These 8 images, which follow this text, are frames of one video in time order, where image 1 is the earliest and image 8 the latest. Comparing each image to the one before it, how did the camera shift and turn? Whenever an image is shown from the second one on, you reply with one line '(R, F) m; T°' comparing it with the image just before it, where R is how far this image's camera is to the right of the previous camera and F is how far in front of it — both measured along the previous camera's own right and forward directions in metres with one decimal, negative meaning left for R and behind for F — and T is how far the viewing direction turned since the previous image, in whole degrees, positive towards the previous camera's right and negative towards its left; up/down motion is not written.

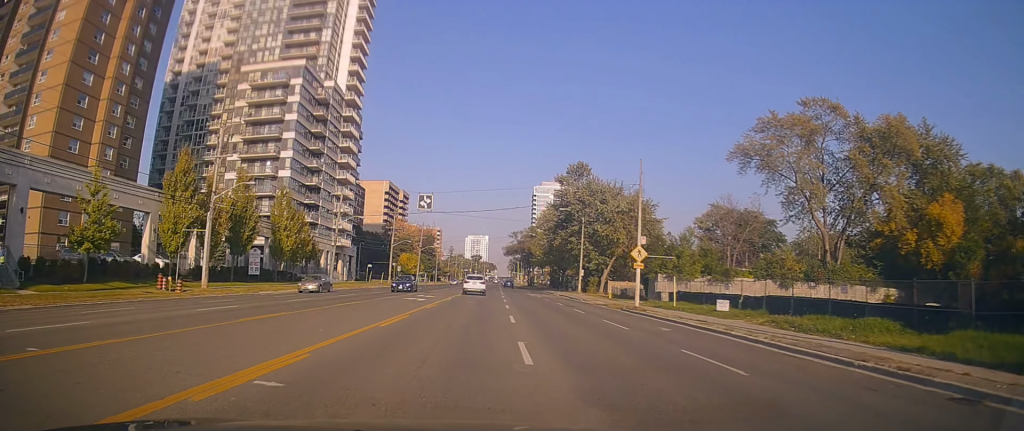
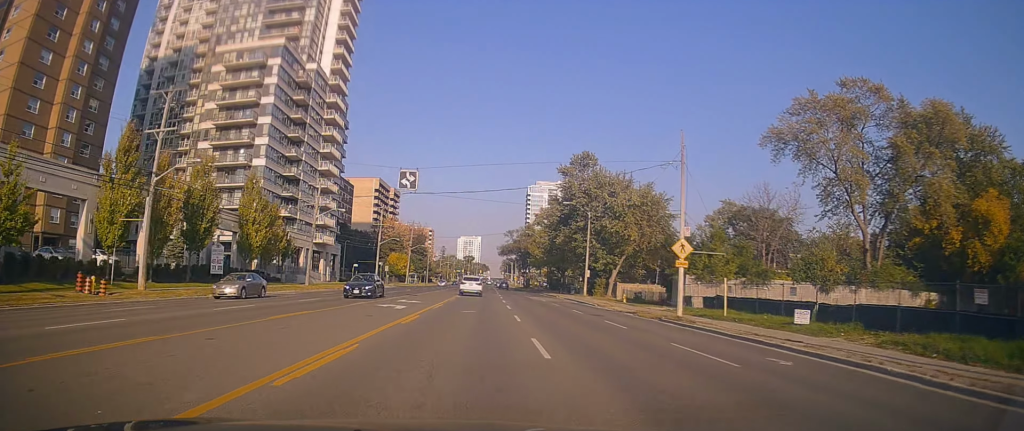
(+0.1, +8.0) m; +1°
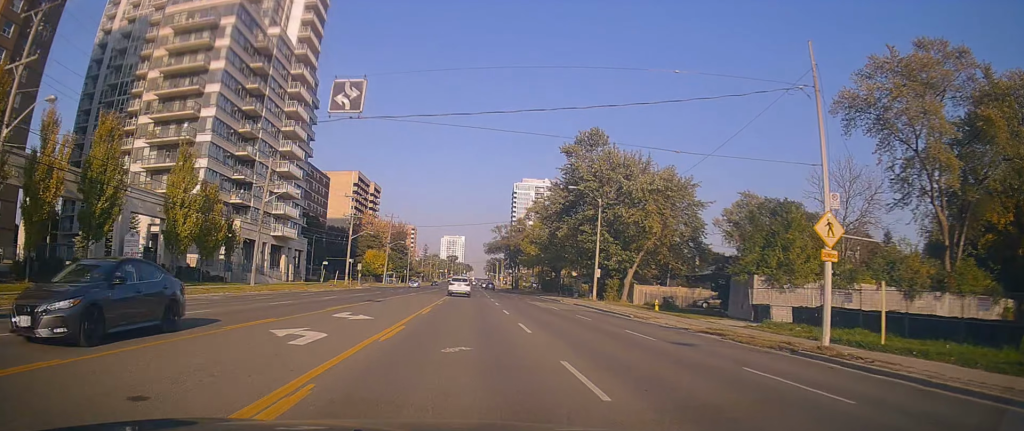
(+0.1, +12.8) m; 0°
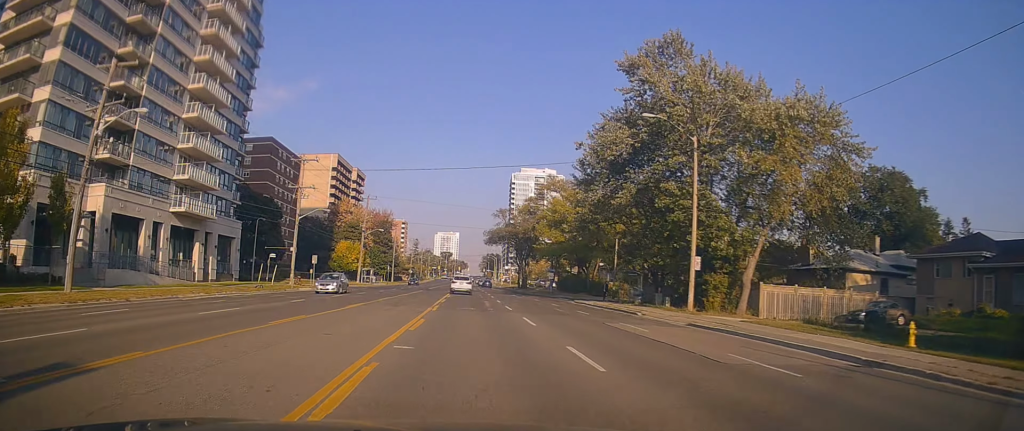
(-0.3, +25.7) m; +1°
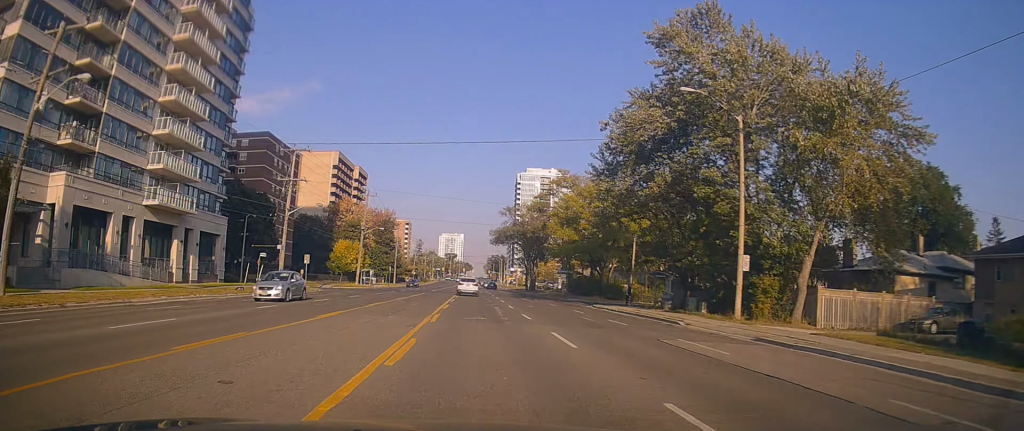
(+0.4, +5.3) m; 0°
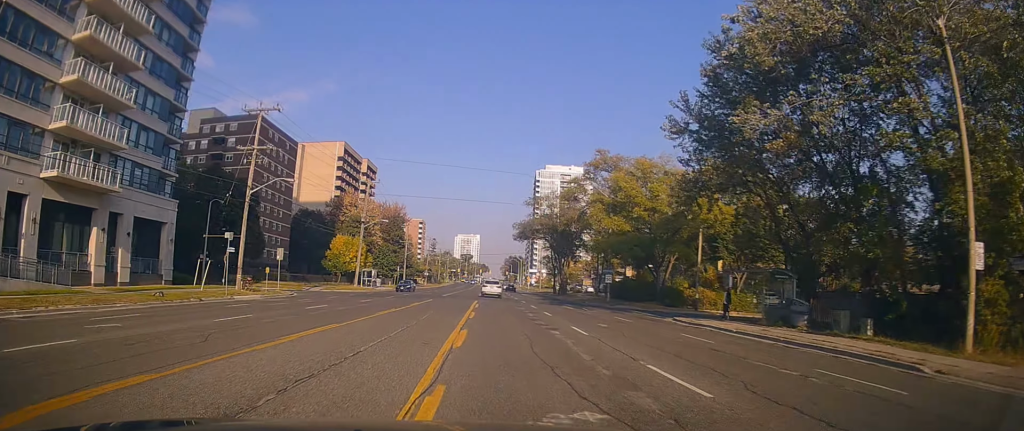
(-0.3, +14.3) m; -4°
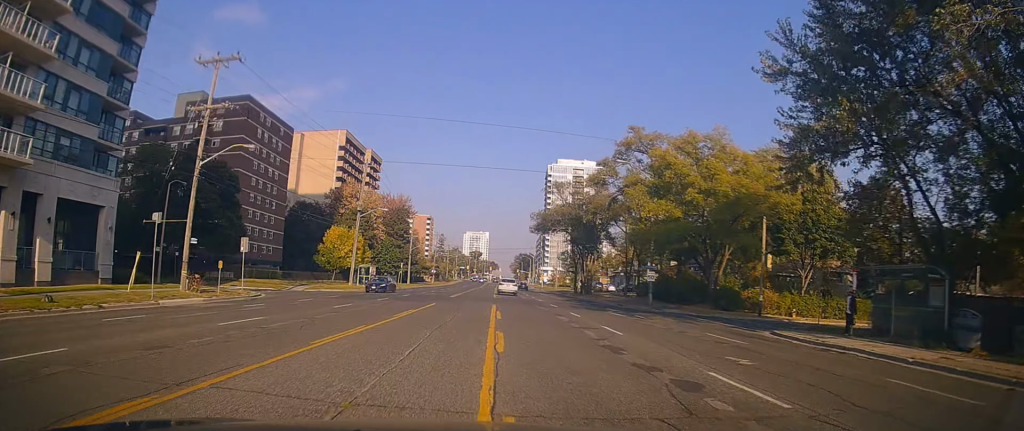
(-0.4, +10.0) m; -1°
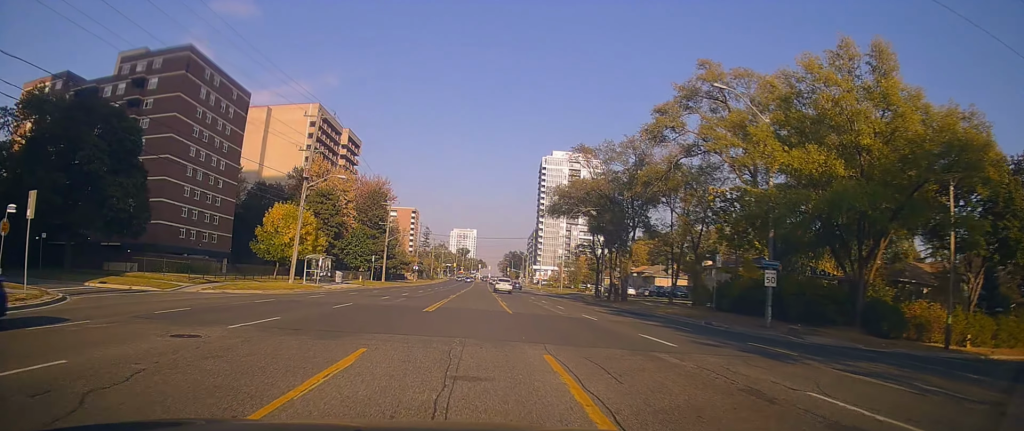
(+0.3, +20.2) m; -4°
